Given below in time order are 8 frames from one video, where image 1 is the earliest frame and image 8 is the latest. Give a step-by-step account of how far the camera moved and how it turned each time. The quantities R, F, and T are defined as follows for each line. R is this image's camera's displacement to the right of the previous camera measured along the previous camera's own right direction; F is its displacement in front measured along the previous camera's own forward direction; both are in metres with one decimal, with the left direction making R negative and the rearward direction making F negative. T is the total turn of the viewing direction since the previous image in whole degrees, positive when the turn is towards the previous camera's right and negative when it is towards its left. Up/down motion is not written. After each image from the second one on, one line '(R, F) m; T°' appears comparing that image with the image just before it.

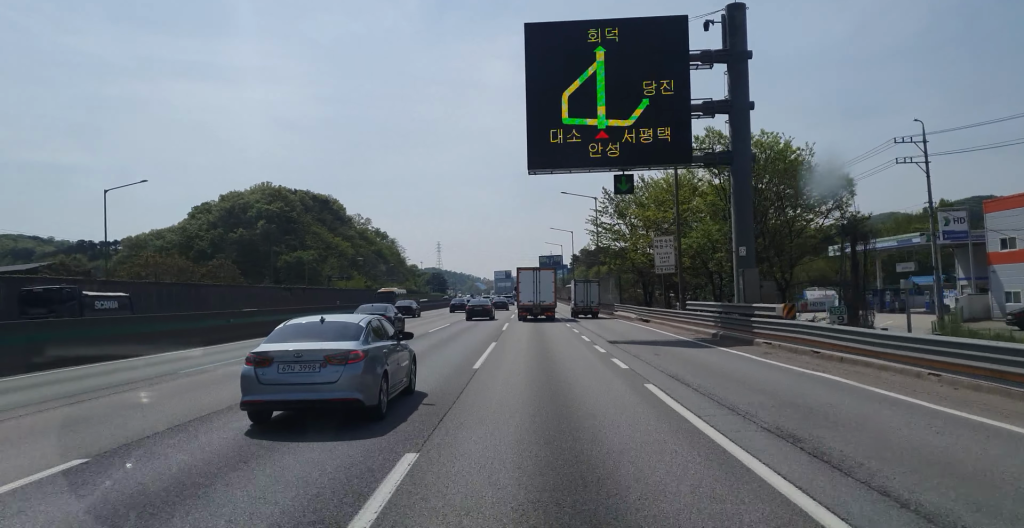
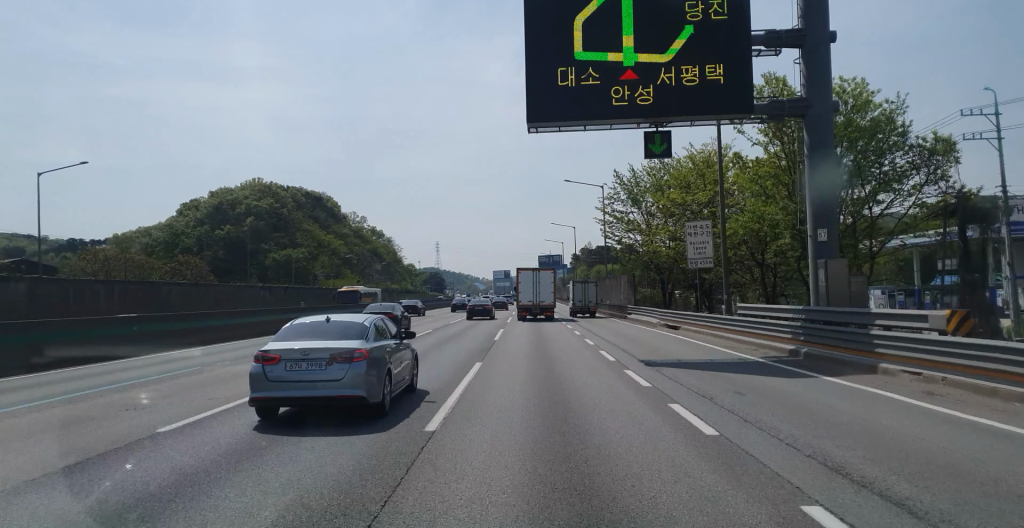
(0.0, +8.4) m; +1°
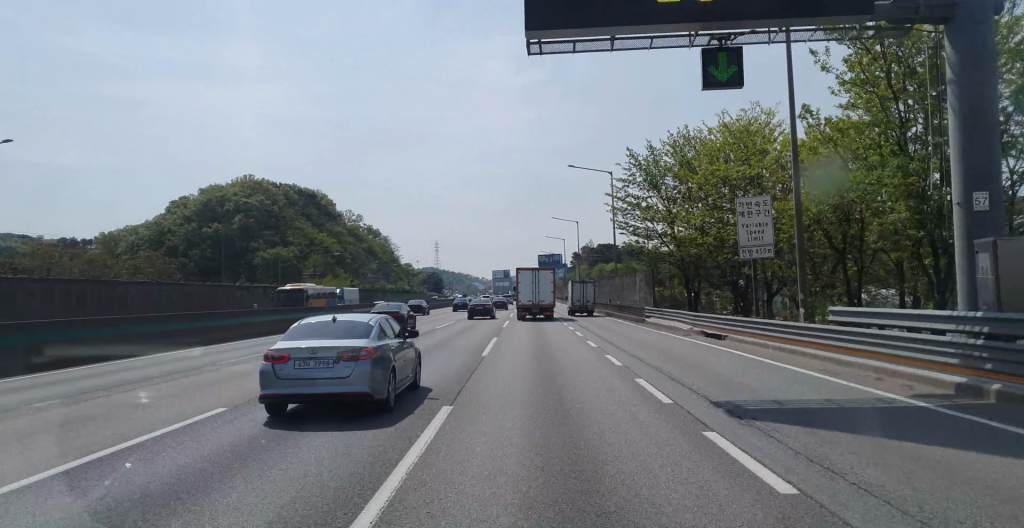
(-0.1, +7.8) m; +1°
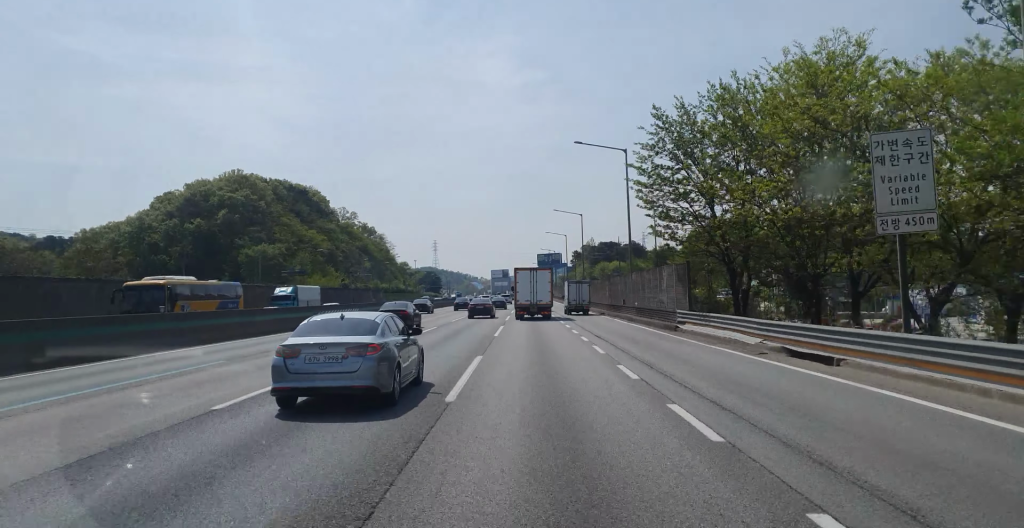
(+0.3, +9.7) m; 0°
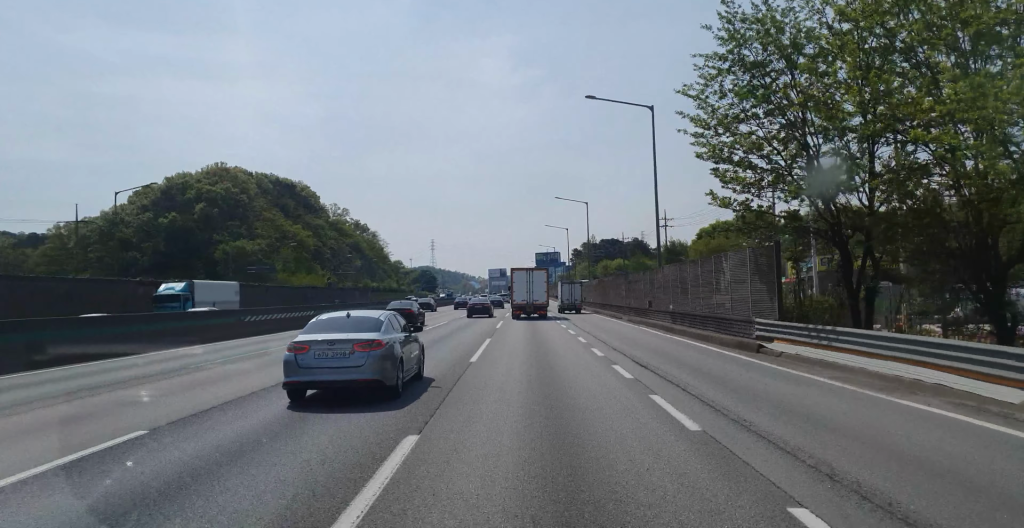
(+0.2, +12.1) m; 0°
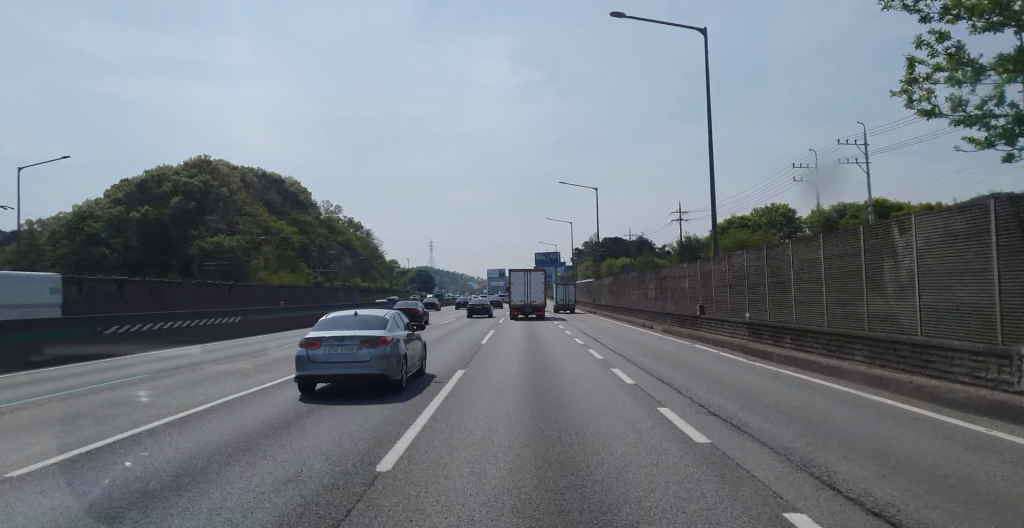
(-0.3, +12.2) m; -1°
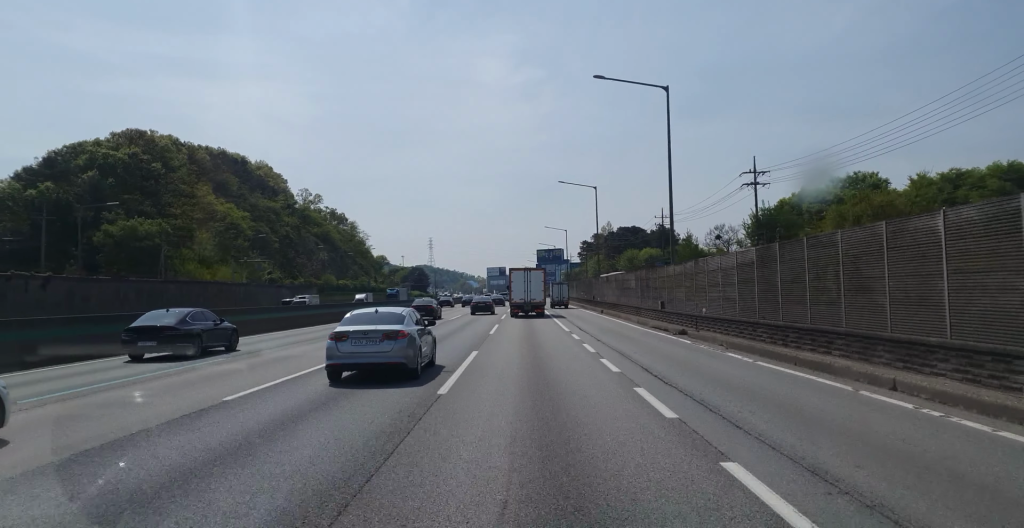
(-0.4, +34.9) m; -1°
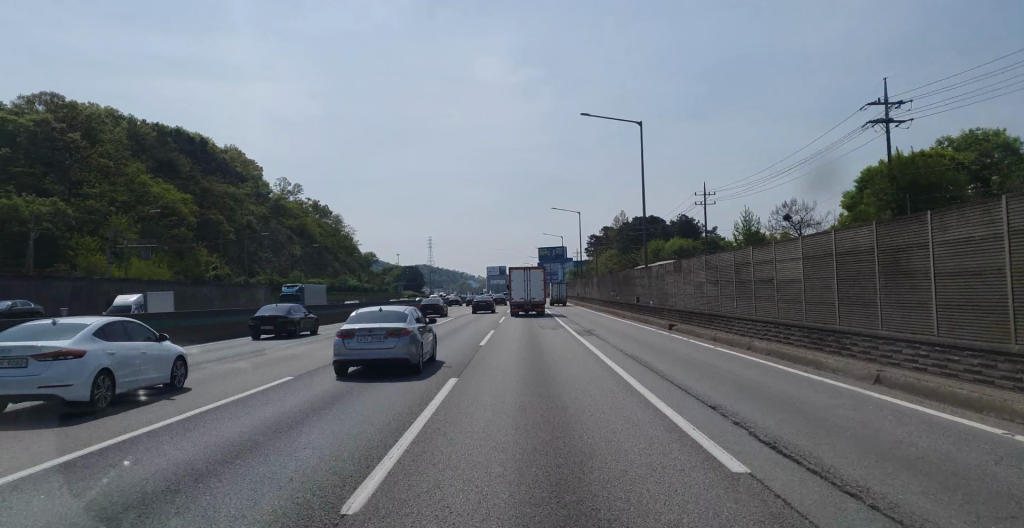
(+0.4, +27.6) m; +2°
